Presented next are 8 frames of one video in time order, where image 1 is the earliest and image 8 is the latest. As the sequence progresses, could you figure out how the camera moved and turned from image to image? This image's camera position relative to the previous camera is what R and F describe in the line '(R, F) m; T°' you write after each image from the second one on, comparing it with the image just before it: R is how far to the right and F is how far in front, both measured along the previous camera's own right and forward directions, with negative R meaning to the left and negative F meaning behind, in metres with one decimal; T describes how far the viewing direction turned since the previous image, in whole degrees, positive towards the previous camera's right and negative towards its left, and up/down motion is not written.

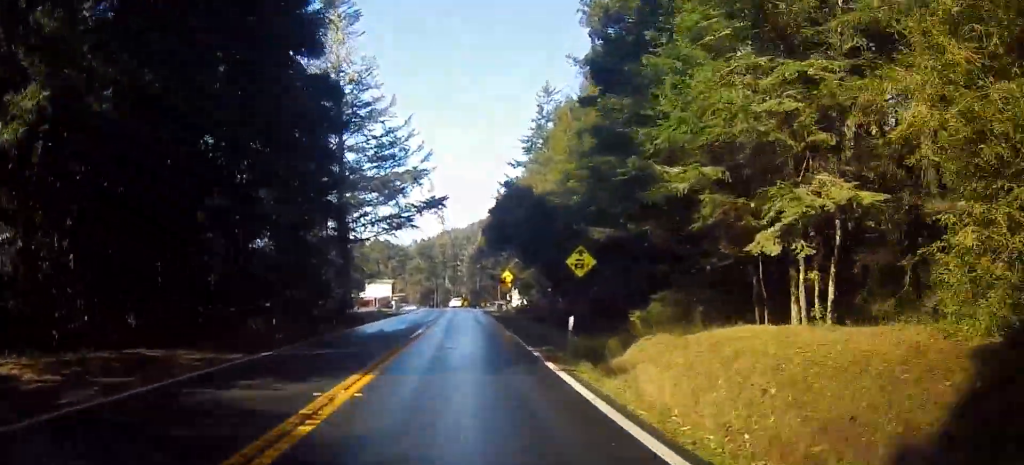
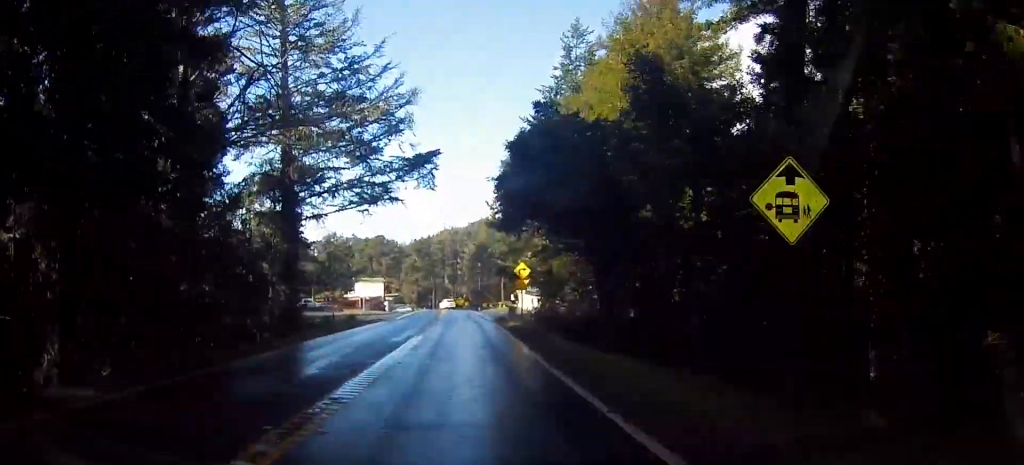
(-0.2, +17.0) m; 0°
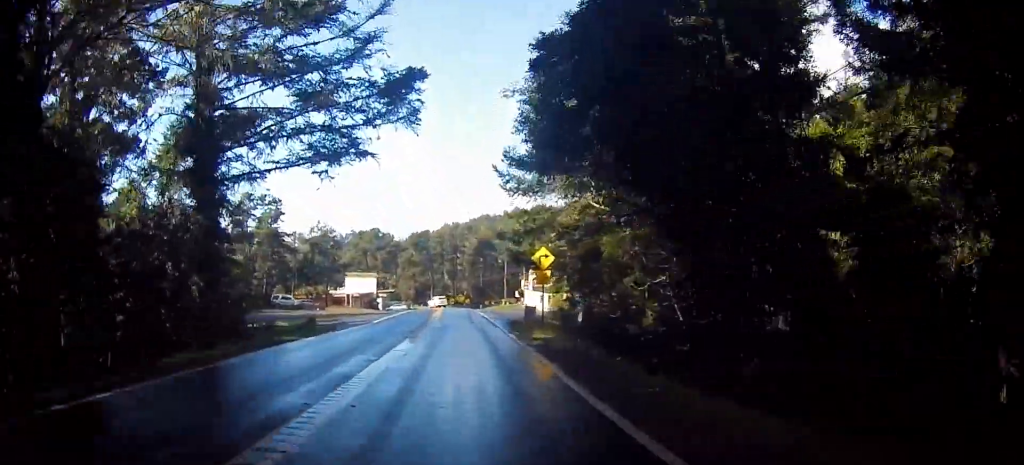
(0.0, +12.9) m; 0°
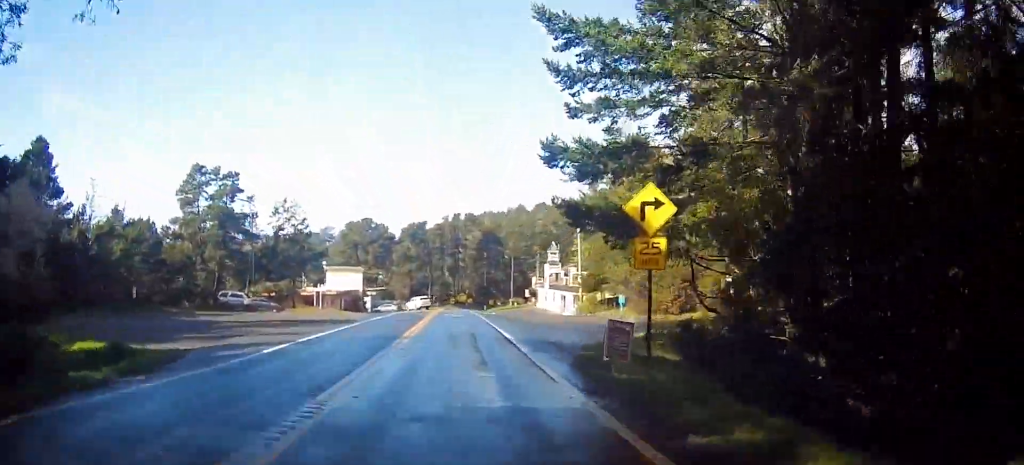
(0.0, +20.0) m; -1°
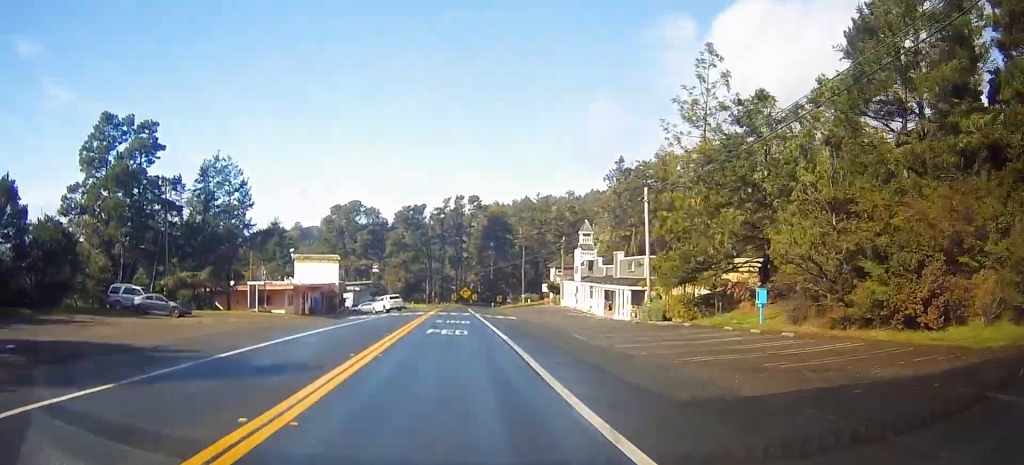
(-0.2, +22.6) m; 0°
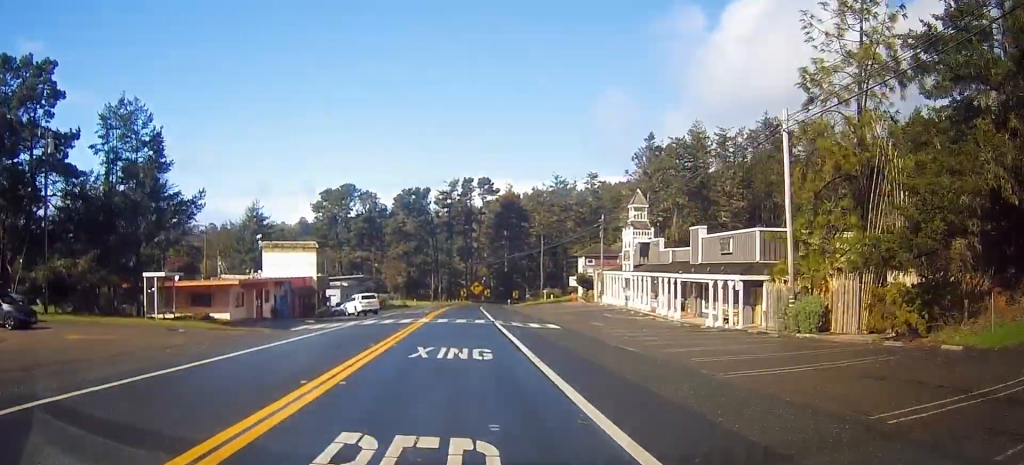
(+0.3, +17.8) m; -2°
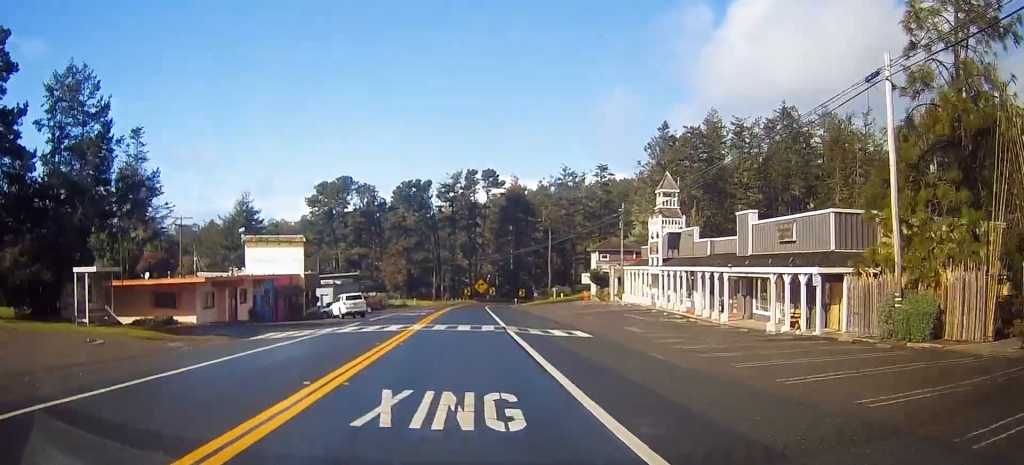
(-0.4, +6.5) m; -1°
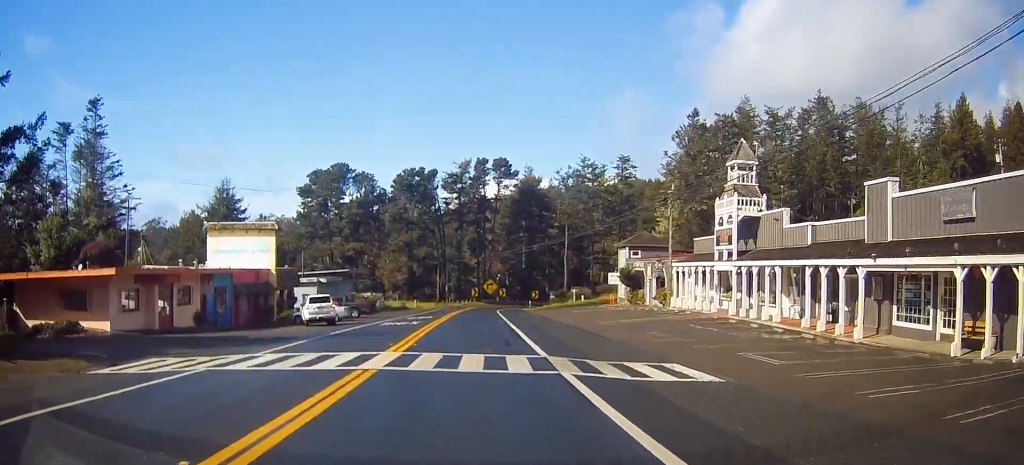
(-0.3, +11.6) m; 0°
